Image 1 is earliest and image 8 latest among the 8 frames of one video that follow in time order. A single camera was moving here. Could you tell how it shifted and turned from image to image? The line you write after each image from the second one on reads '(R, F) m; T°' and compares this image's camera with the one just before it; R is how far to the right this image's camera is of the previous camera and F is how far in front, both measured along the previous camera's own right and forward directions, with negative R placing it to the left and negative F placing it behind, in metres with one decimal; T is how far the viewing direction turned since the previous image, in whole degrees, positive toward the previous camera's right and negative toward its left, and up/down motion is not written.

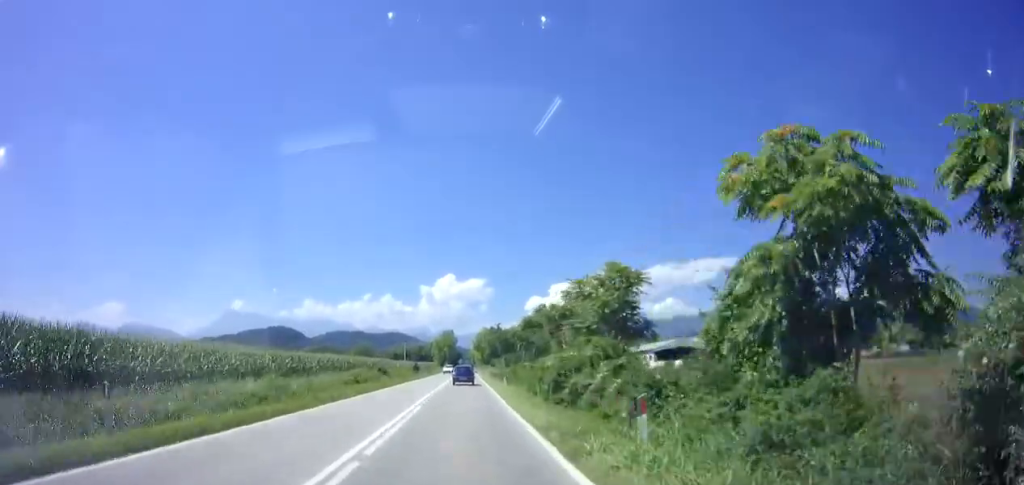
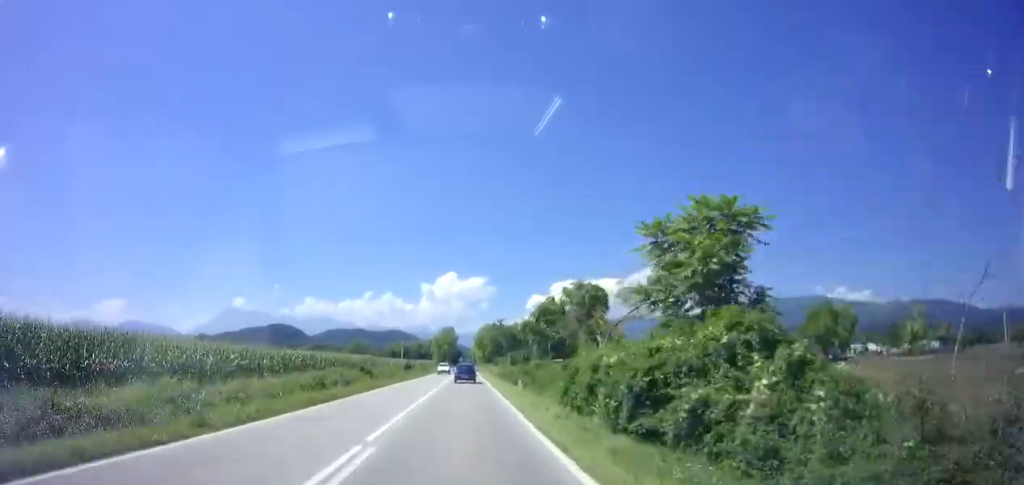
(-0.1, +8.8) m; 0°
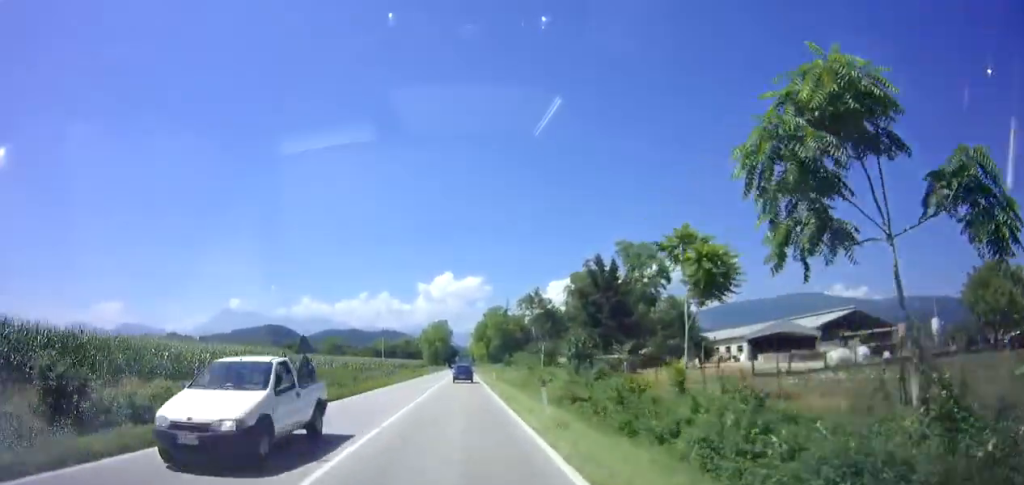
(0.0, +33.2) m; 0°
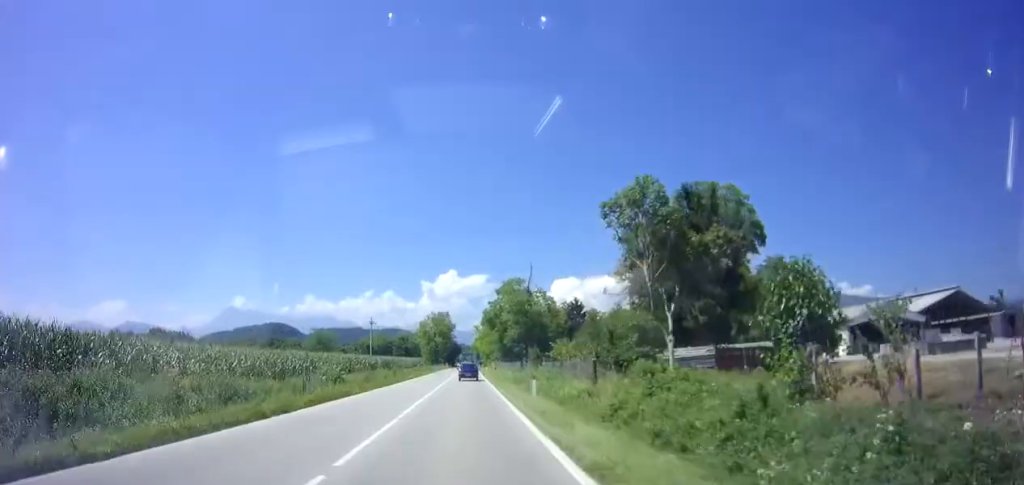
(+0.3, +23.3) m; +1°
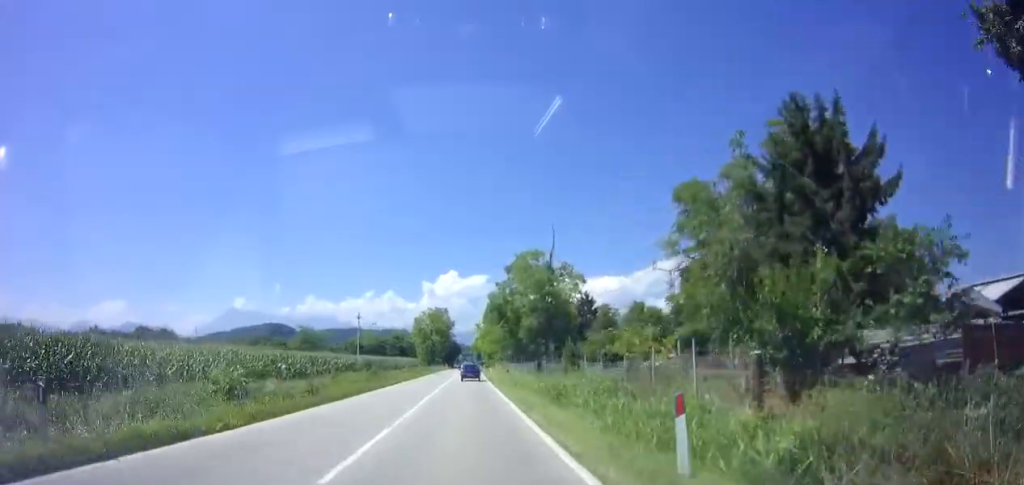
(+0.1, +13.1) m; -1°
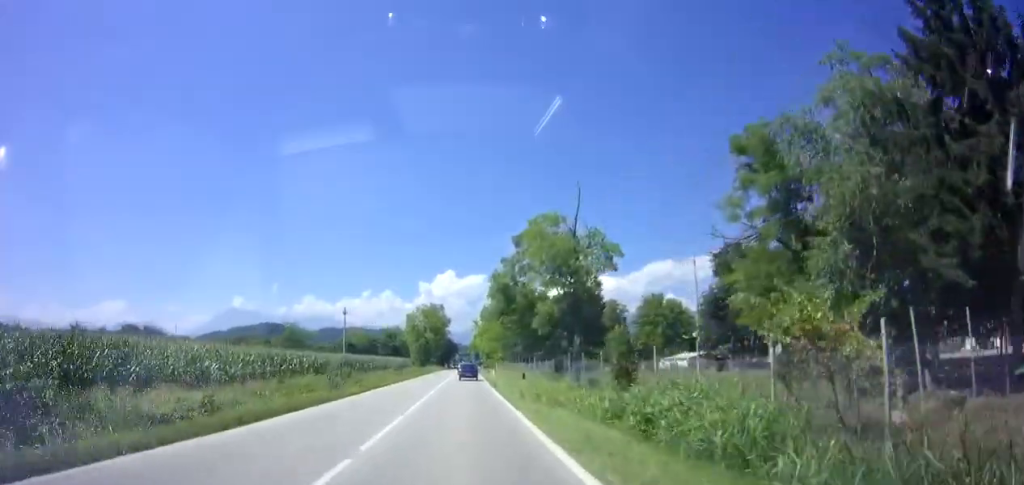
(-0.1, +9.5) m; 0°
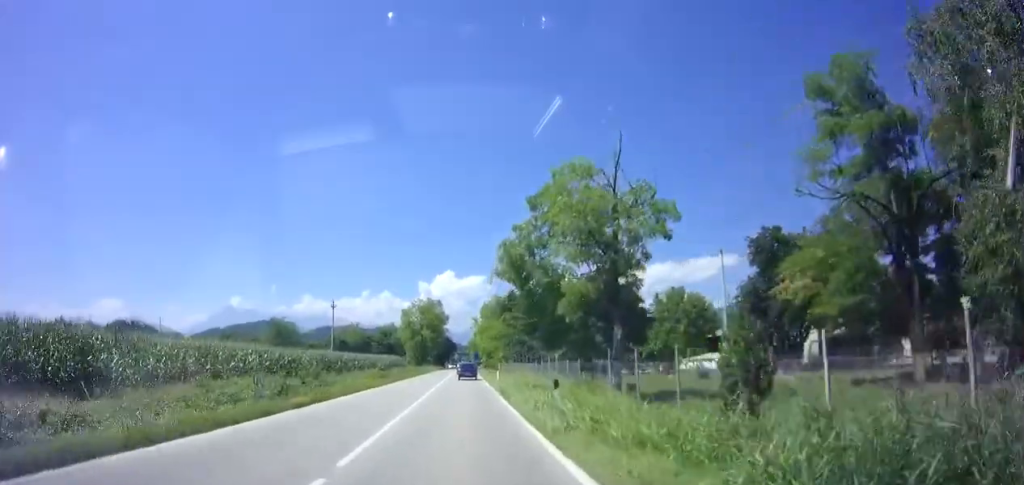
(-0.1, +7.7) m; 0°
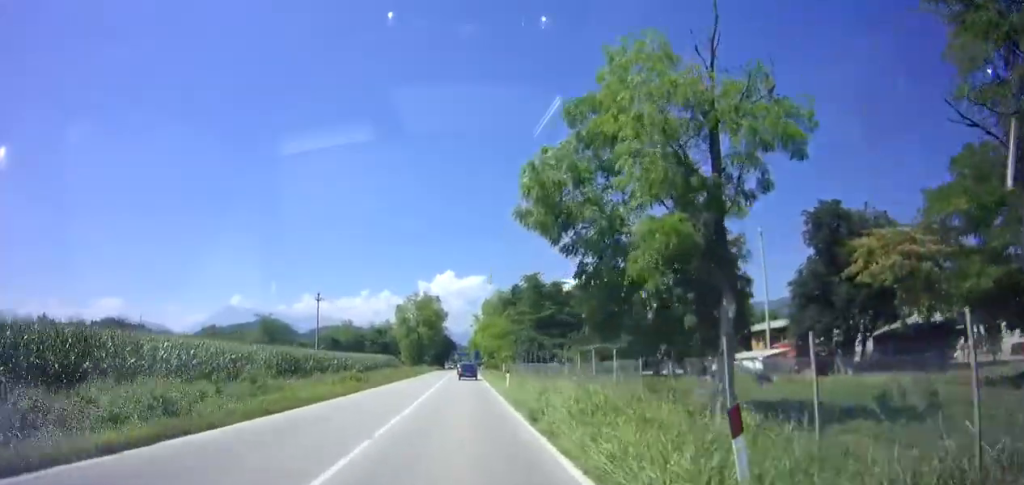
(+0.1, +8.9) m; 0°
